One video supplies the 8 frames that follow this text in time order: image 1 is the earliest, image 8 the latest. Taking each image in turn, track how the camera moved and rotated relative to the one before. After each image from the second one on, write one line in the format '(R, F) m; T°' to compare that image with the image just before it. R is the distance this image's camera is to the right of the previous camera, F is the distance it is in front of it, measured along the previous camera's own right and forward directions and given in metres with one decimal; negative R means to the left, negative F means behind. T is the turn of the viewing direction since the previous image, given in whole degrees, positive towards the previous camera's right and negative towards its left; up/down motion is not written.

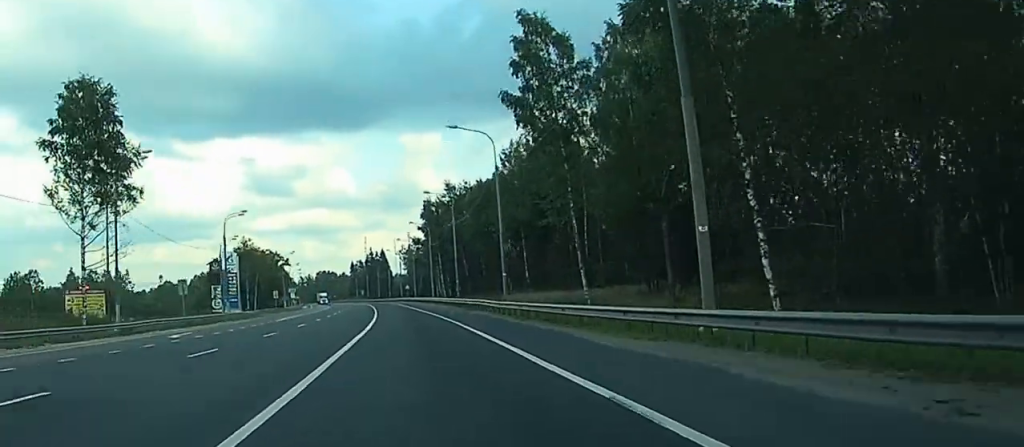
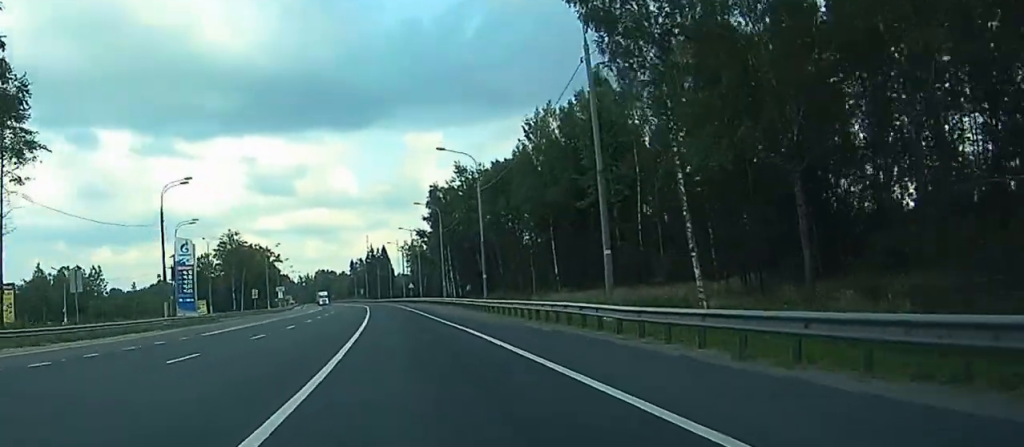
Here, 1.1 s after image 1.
(-0.2, +26.1) m; -1°
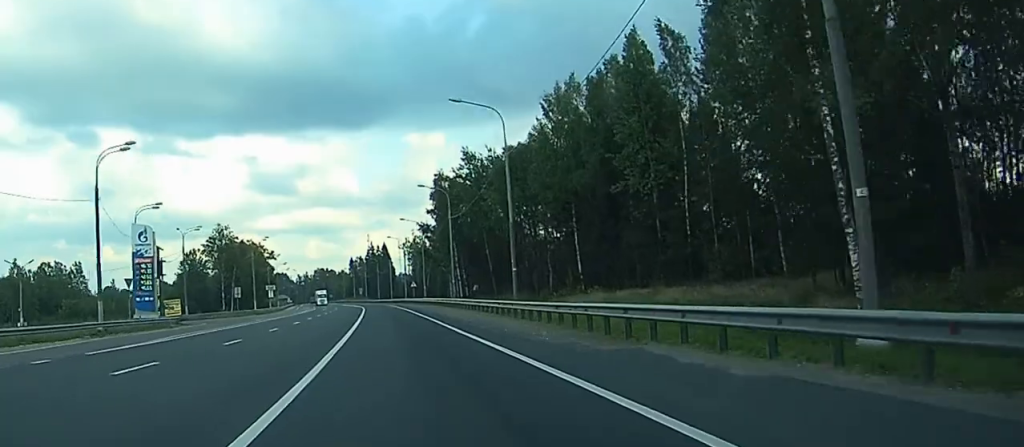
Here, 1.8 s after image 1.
(0.0, +15.4) m; 0°
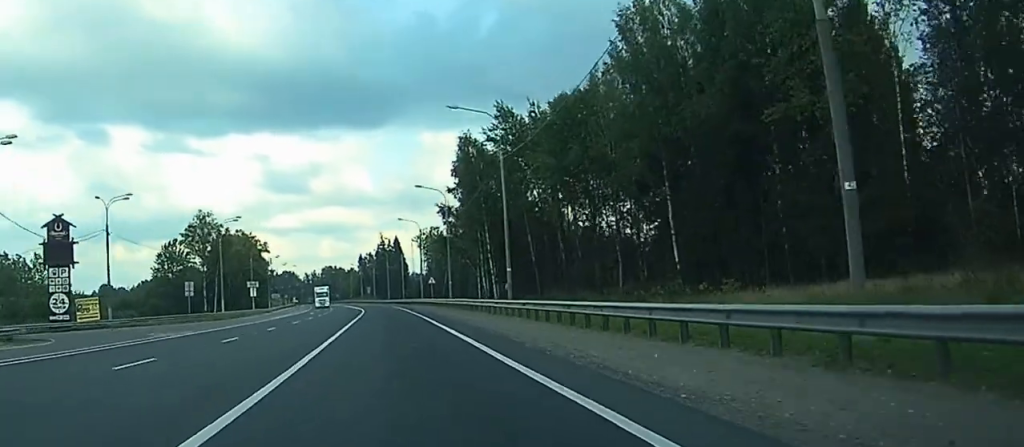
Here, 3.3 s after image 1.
(-0.3, +34.1) m; -1°
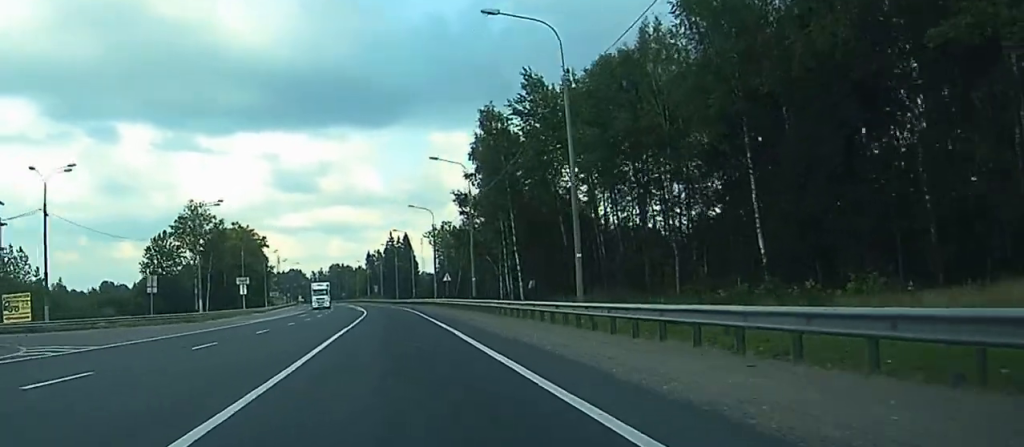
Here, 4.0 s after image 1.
(0.0, +16.3) m; 0°
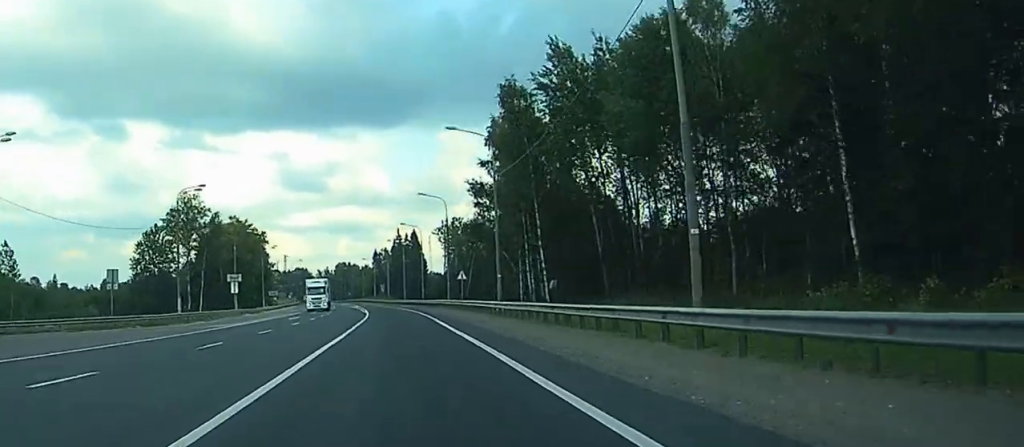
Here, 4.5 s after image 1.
(-0.1, +11.7) m; 0°
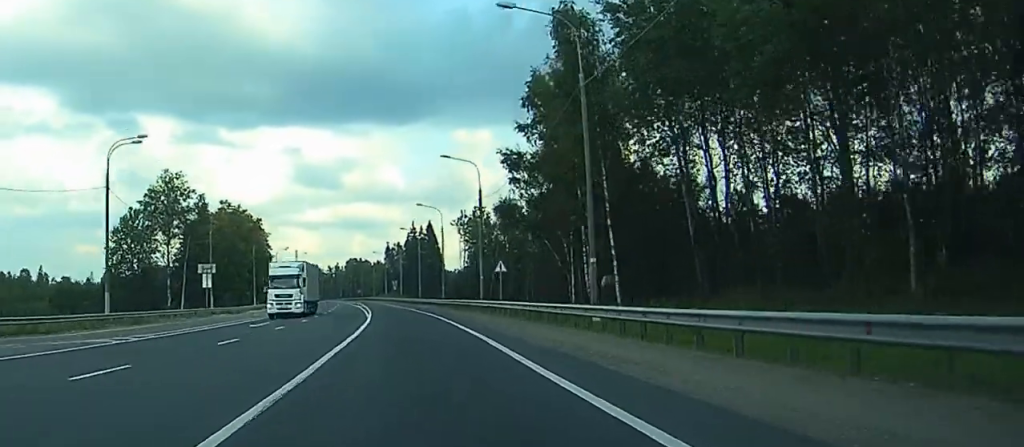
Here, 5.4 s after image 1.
(+0.2, +22.9) m; -1°
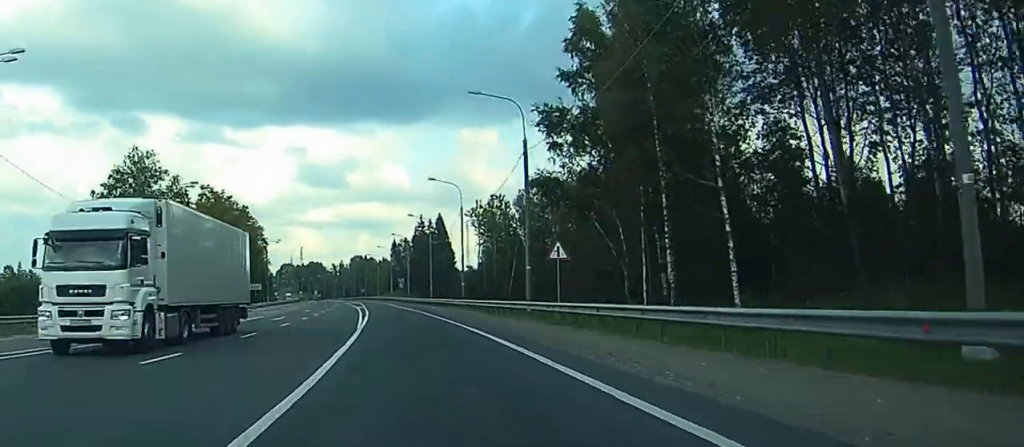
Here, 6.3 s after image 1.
(-0.3, +20.9) m; -2°
